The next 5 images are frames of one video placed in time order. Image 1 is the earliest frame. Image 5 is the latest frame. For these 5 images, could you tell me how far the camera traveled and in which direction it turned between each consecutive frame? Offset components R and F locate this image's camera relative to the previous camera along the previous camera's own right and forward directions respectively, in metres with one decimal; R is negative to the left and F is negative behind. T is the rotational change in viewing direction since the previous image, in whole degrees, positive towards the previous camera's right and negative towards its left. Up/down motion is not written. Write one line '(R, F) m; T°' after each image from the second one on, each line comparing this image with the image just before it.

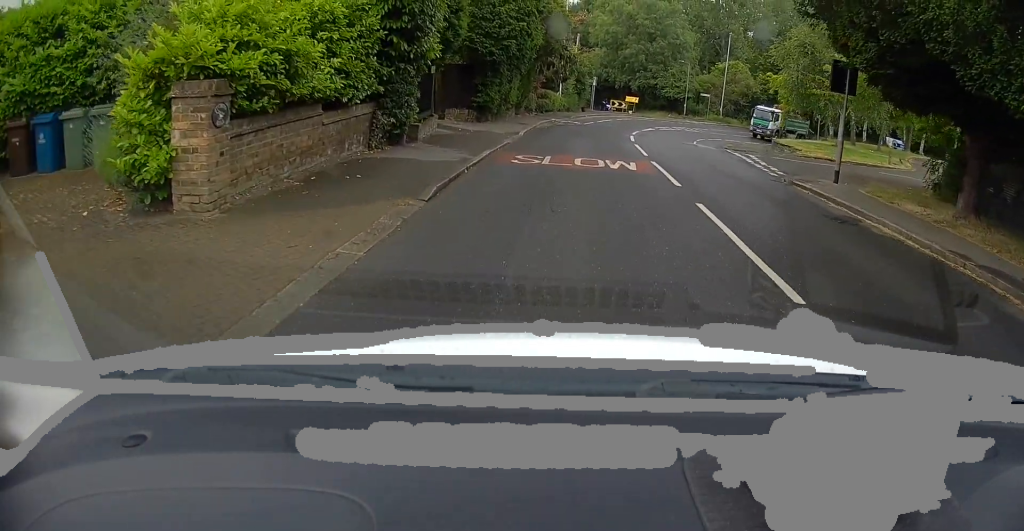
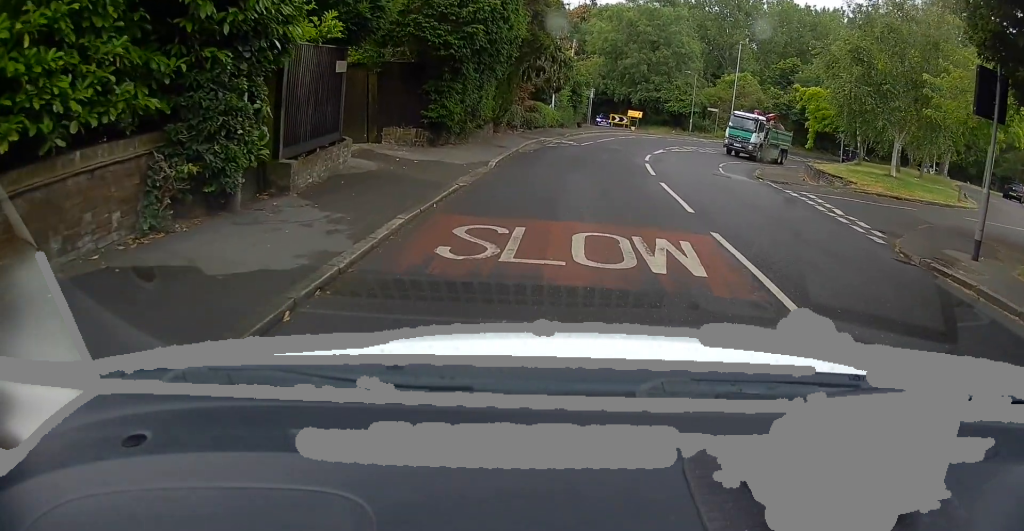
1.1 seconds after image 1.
(+0.1, +6.5) m; +1°
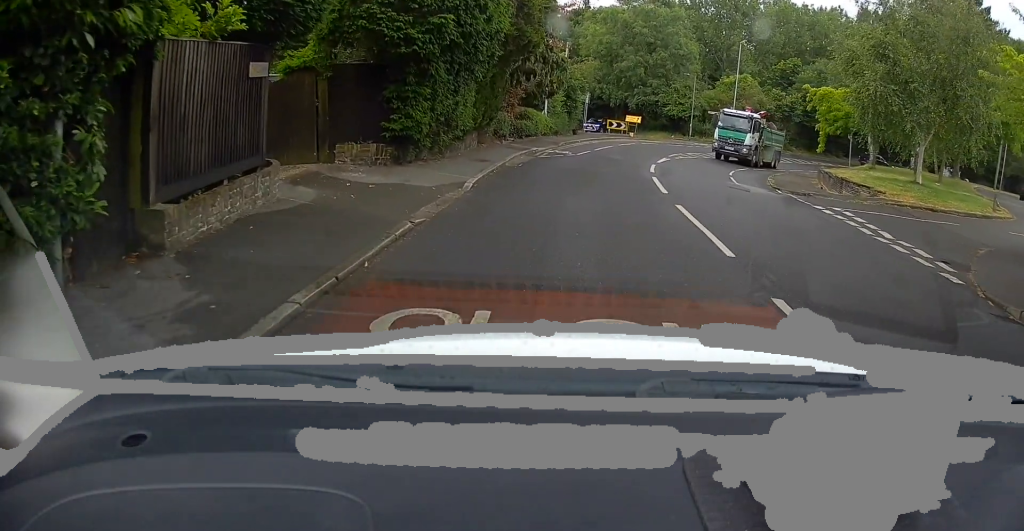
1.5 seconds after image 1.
(0.0, +2.7) m; 0°
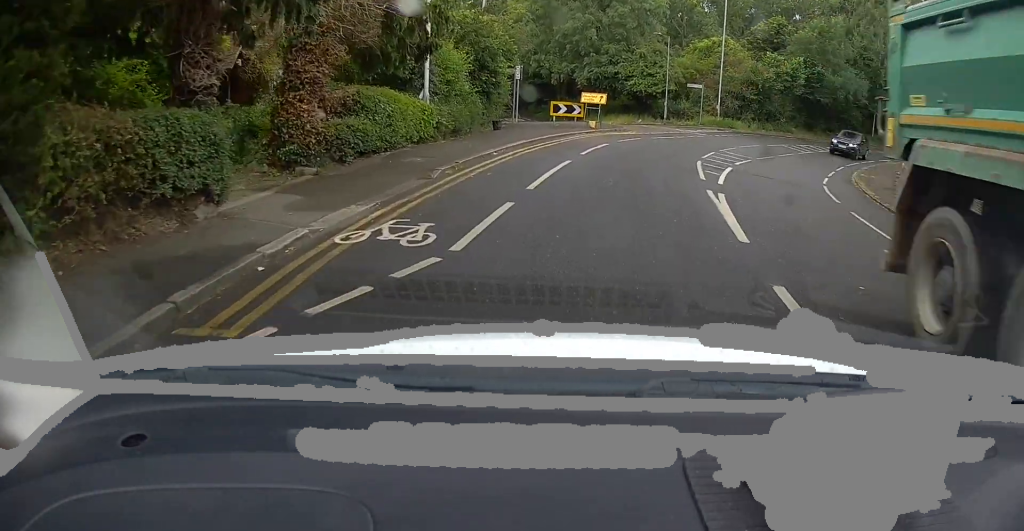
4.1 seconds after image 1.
(+0.4, +17.4) m; +6°
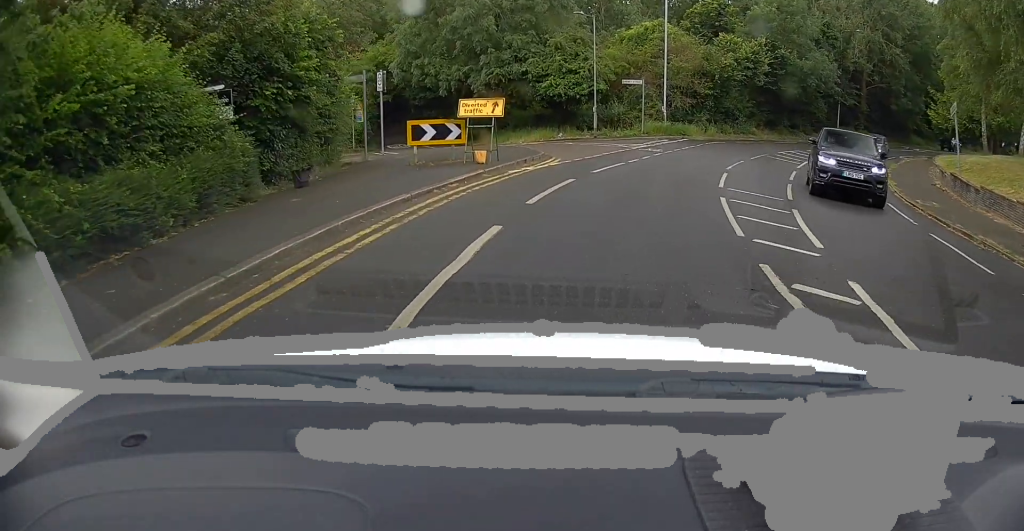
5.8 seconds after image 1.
(+1.1, +12.3) m; +9°
